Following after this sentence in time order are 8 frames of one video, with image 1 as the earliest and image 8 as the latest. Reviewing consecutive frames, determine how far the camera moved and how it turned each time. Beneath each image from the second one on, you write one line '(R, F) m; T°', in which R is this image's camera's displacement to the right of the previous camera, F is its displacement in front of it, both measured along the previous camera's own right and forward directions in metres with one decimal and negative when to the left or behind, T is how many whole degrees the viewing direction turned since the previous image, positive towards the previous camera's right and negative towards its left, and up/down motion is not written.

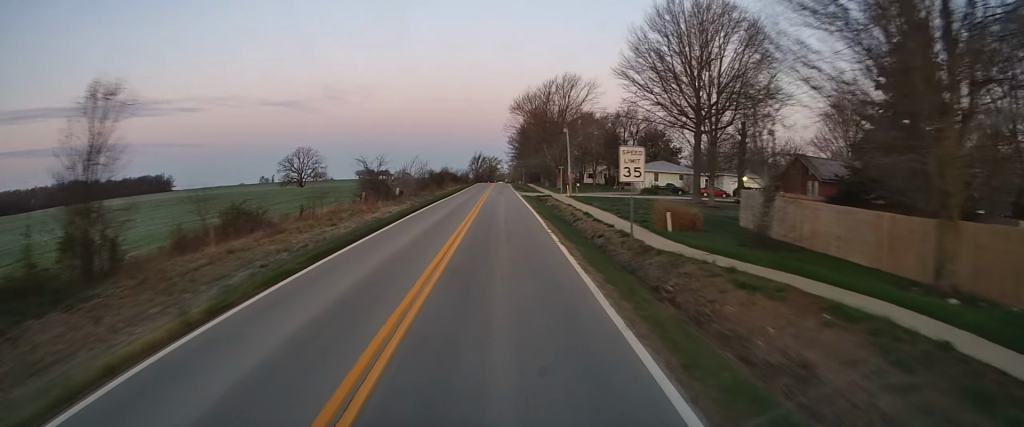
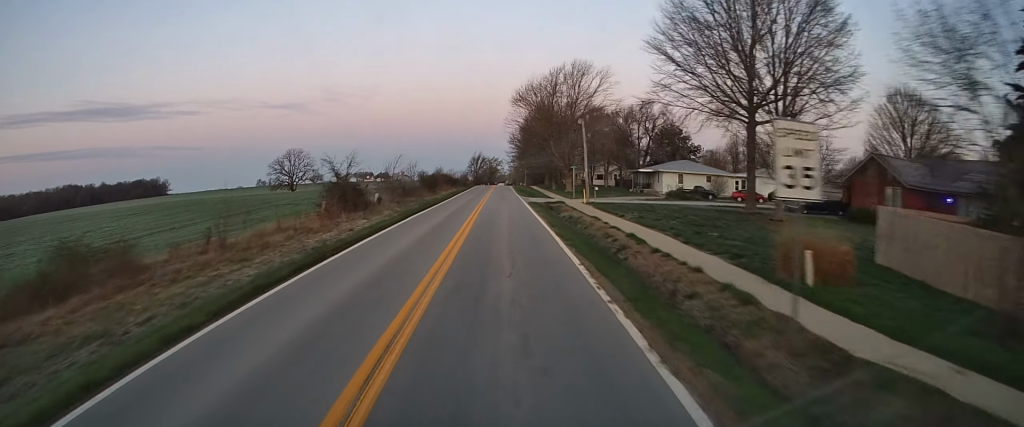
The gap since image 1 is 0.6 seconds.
(-0.4, +11.1) m; -2°
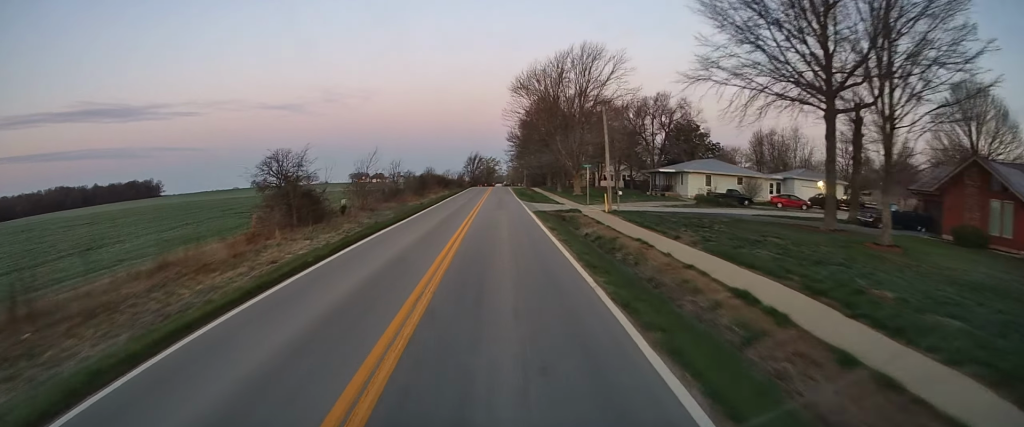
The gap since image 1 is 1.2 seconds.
(0.0, +10.7) m; 0°
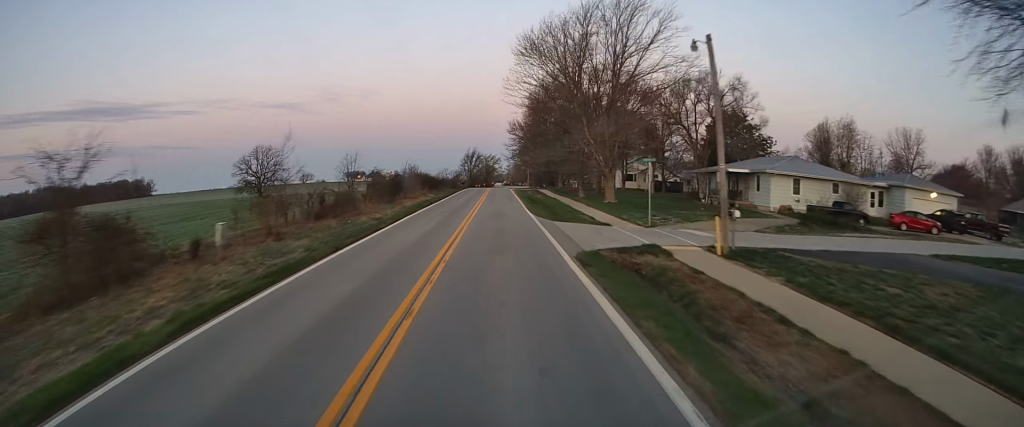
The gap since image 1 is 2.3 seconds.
(0.0, +20.0) m; 0°
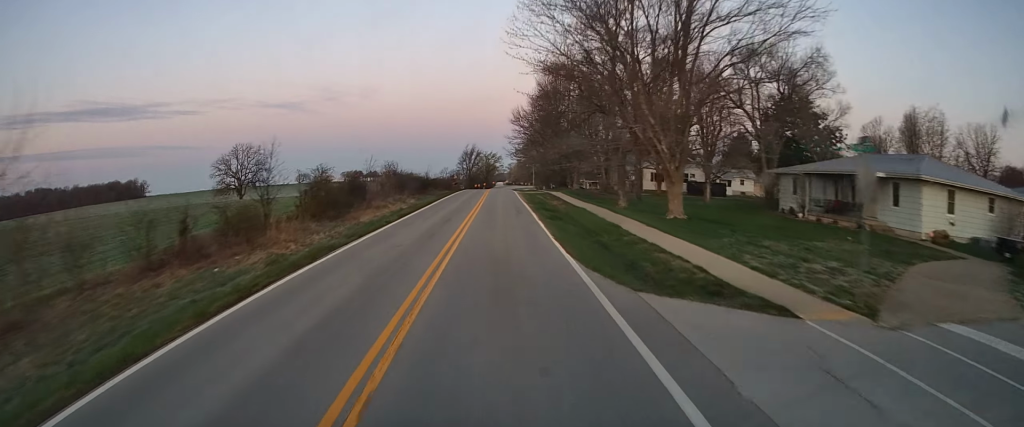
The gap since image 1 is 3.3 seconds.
(0.0, +17.7) m; 0°
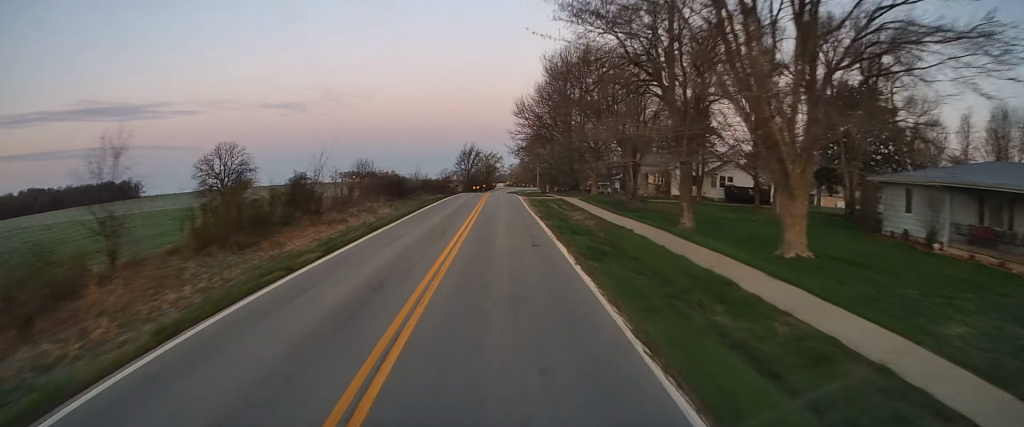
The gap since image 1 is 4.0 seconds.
(0.0, +12.8) m; -1°
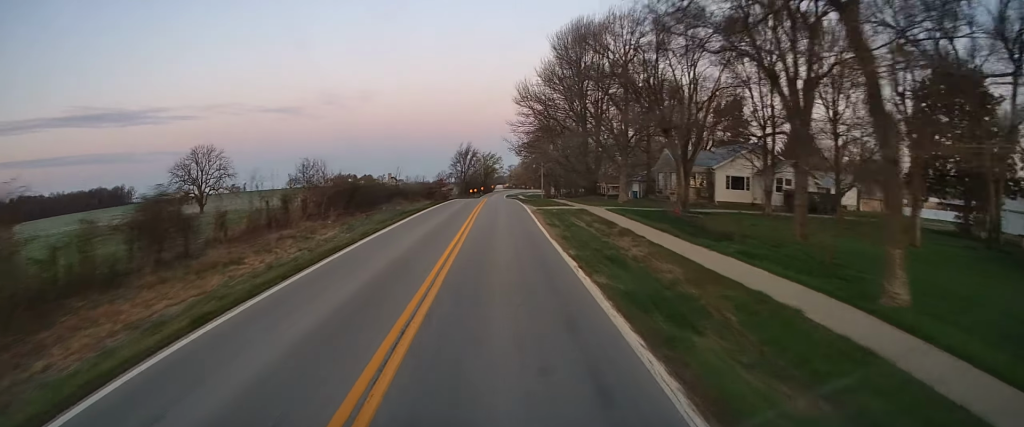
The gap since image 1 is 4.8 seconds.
(-0.1, +14.0) m; -1°
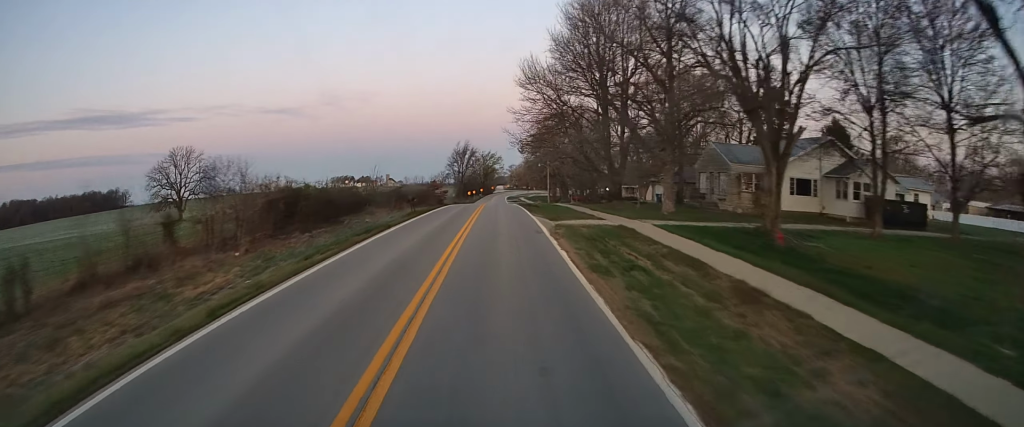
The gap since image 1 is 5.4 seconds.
(-0.3, +12.2) m; 0°
